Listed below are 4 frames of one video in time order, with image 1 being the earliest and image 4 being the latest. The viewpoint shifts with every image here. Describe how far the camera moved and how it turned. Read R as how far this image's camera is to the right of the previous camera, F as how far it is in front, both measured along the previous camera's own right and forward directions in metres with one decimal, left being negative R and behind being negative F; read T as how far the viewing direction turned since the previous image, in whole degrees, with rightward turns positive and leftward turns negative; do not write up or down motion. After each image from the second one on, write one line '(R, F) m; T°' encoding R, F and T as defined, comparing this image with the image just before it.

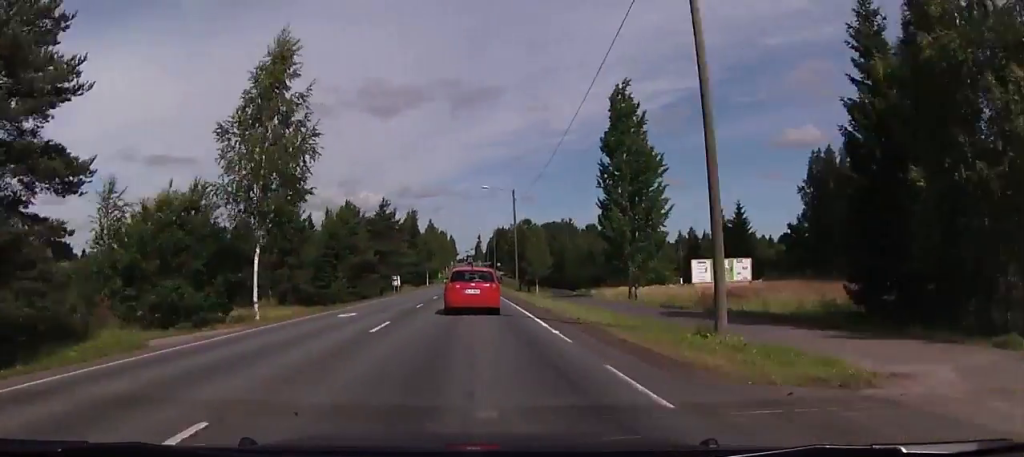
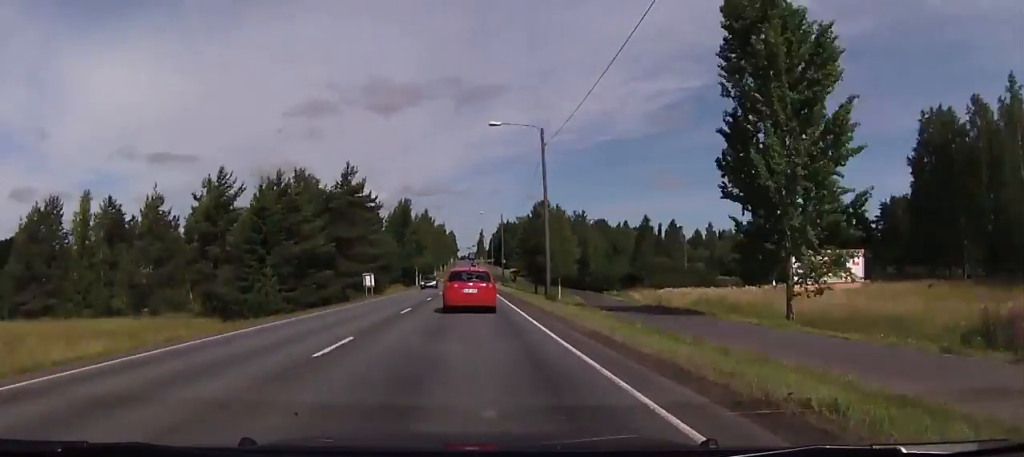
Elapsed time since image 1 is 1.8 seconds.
(+0.1, +27.8) m; 0°
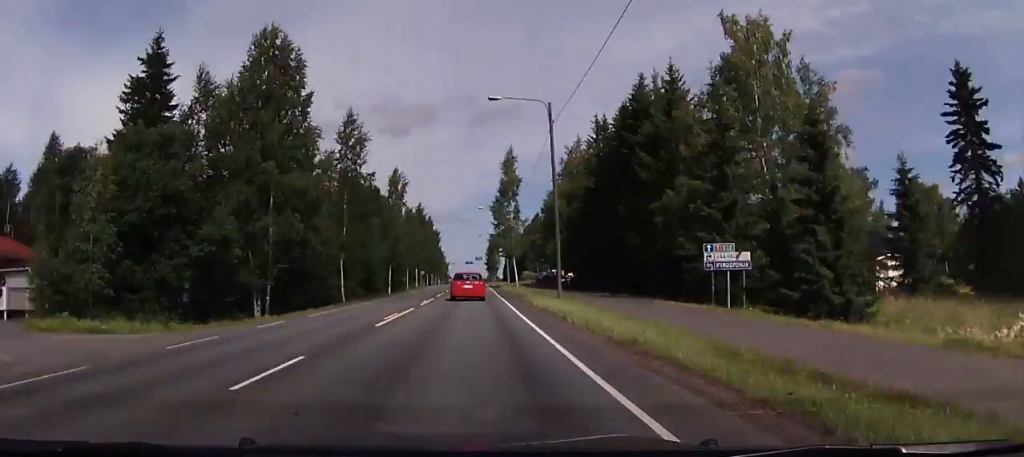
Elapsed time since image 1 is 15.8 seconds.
(-1.0, +215.2) m; 0°
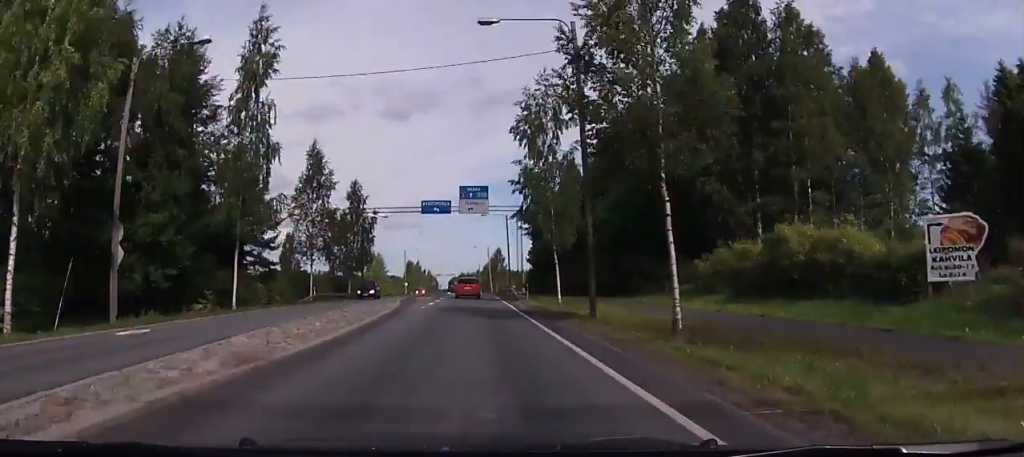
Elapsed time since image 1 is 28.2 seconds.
(+0.2, +178.8) m; +1°
